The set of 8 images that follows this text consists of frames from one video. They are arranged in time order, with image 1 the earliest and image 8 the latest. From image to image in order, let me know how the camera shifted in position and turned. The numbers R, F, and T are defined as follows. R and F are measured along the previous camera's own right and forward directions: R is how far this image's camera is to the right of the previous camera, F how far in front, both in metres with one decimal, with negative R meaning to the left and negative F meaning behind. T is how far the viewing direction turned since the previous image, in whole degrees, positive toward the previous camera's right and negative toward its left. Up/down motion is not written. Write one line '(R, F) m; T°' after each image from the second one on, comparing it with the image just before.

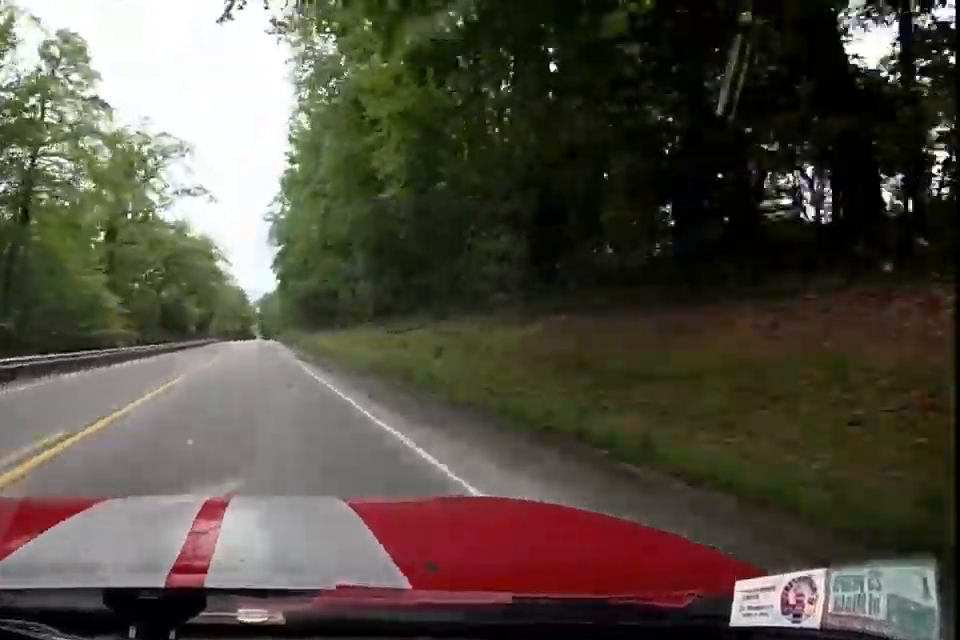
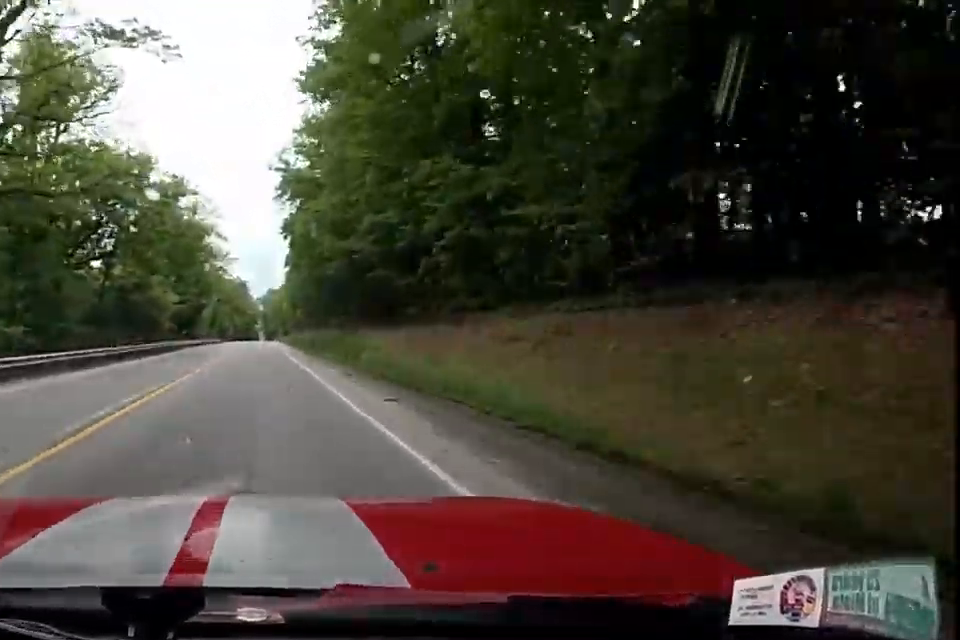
(0.0, +29.1) m; 0°
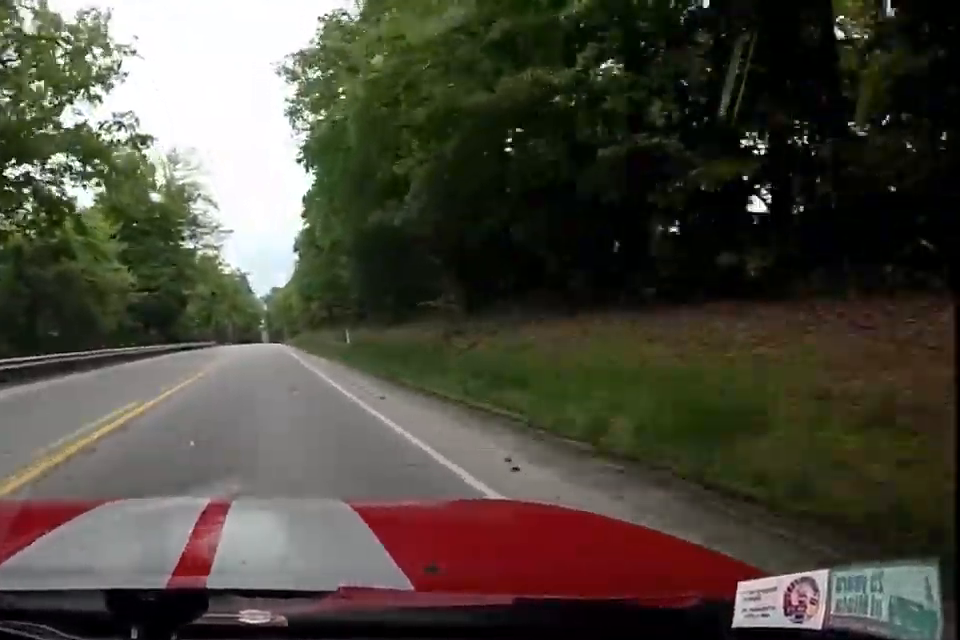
(0.0, +24.9) m; +1°
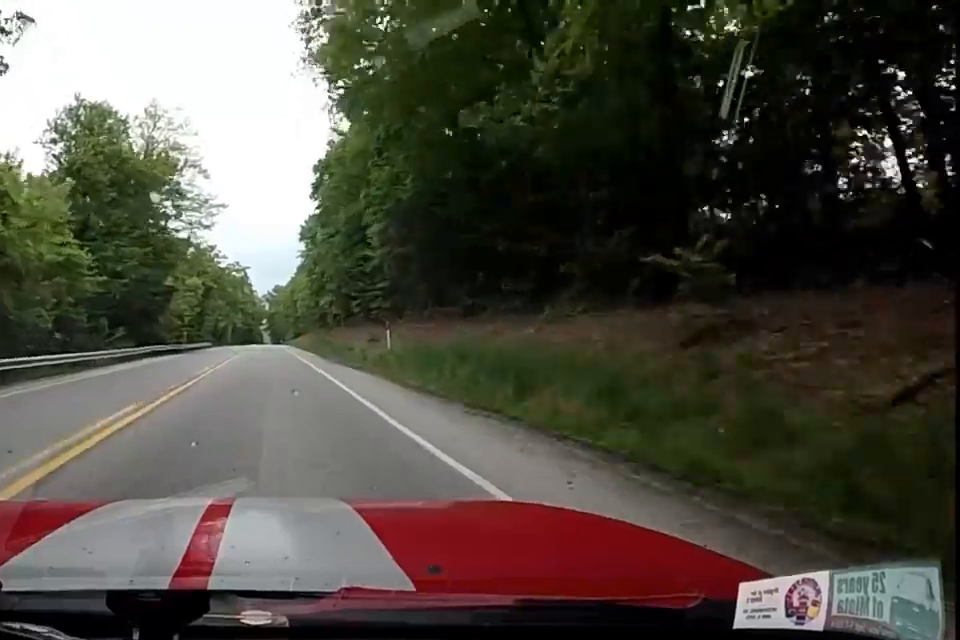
(0.0, +13.0) m; 0°
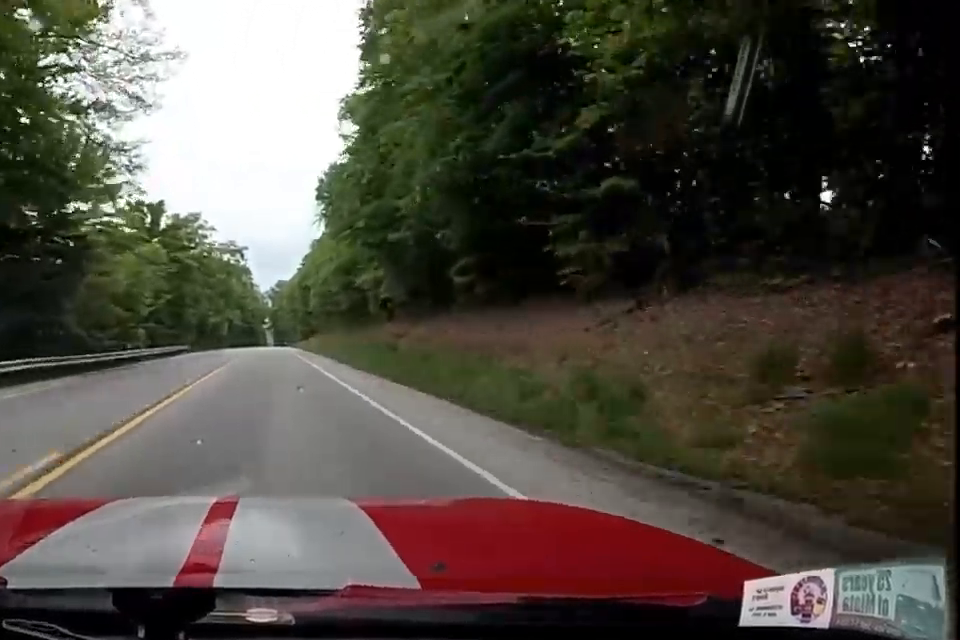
(-0.1, +28.7) m; -2°
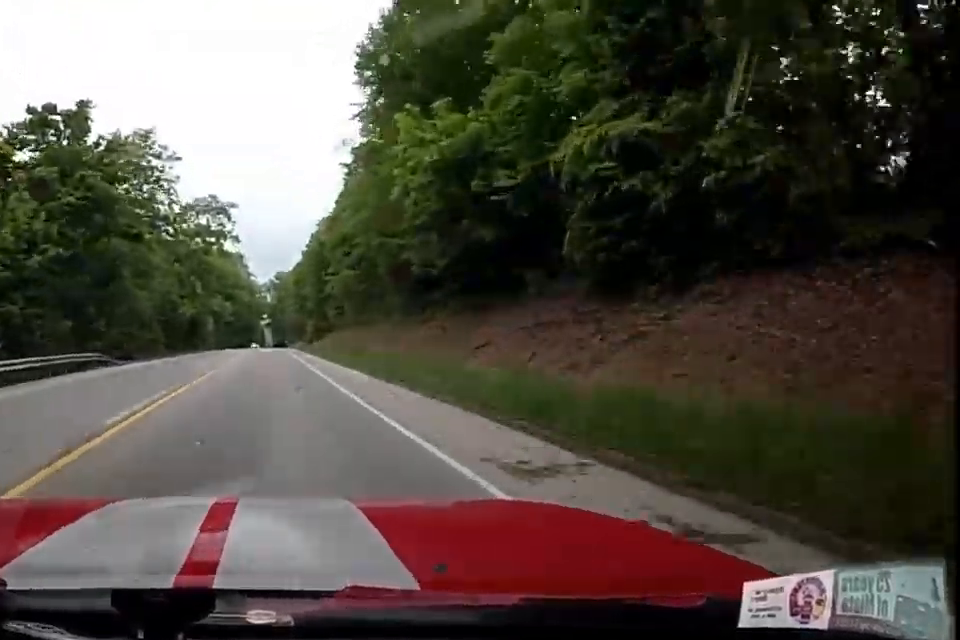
(-0.4, +30.9) m; +1°
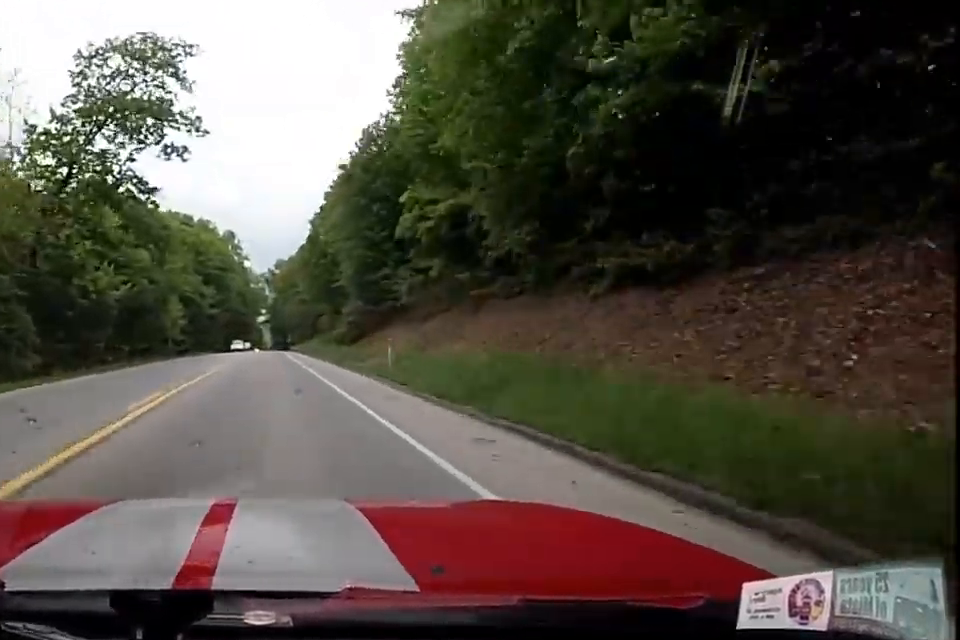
(+0.6, +36.1) m; 0°
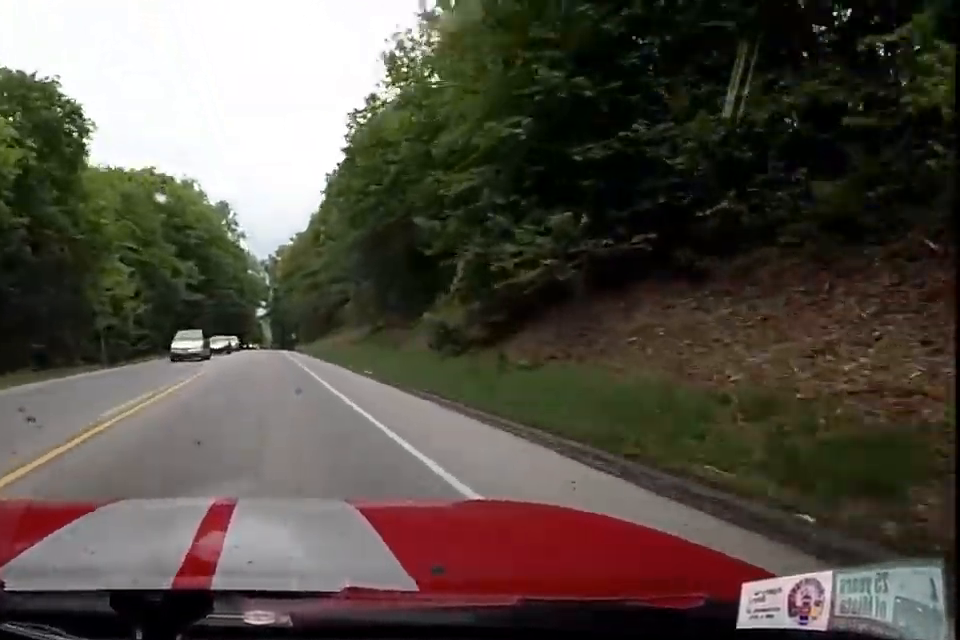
(-0.3, +25.2) m; -1°
